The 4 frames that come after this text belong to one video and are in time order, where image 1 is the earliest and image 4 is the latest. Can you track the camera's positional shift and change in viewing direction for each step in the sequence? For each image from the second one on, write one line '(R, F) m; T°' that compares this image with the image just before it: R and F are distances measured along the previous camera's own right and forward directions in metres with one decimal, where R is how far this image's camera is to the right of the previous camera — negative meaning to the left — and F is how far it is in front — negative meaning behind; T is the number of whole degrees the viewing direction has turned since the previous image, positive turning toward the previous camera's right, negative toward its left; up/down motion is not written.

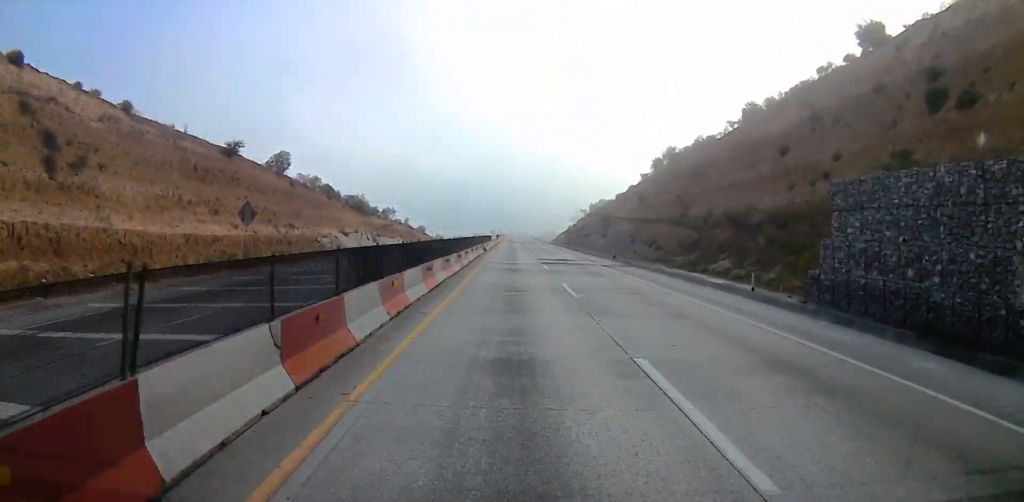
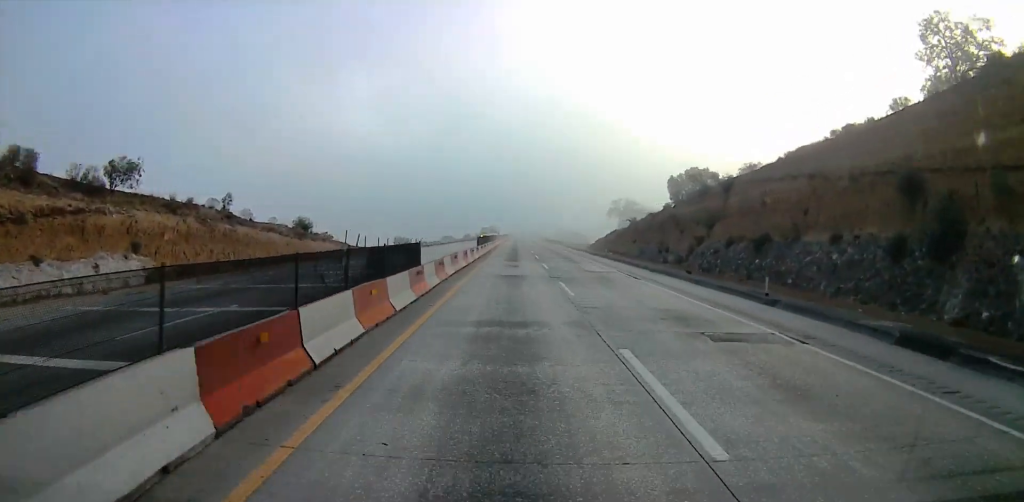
(-0.8, +73.2) m; -3°
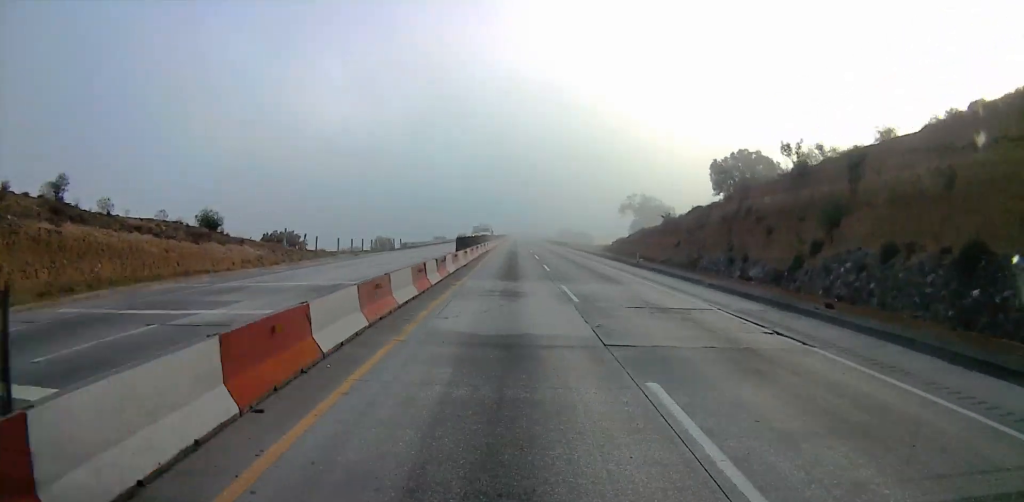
(0.0, +17.3) m; +1°
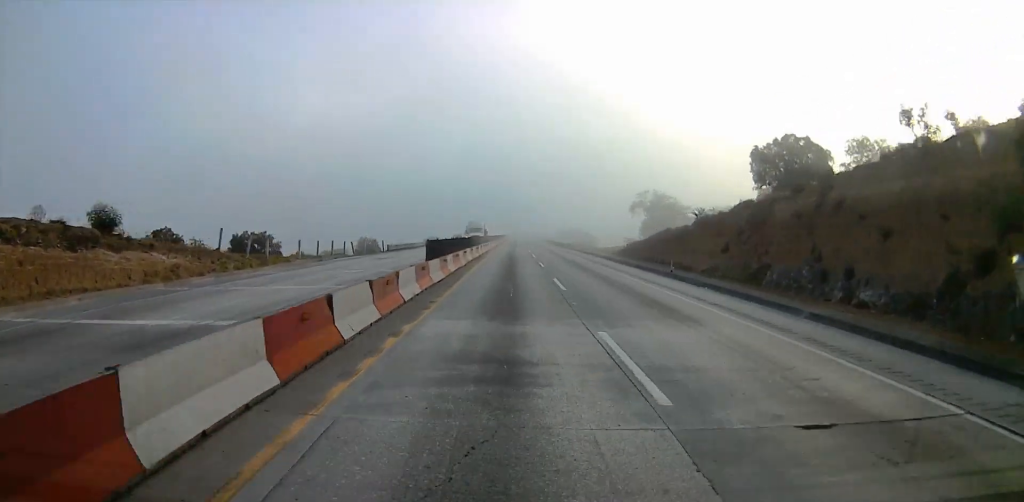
(+0.1, +10.9) m; +1°
